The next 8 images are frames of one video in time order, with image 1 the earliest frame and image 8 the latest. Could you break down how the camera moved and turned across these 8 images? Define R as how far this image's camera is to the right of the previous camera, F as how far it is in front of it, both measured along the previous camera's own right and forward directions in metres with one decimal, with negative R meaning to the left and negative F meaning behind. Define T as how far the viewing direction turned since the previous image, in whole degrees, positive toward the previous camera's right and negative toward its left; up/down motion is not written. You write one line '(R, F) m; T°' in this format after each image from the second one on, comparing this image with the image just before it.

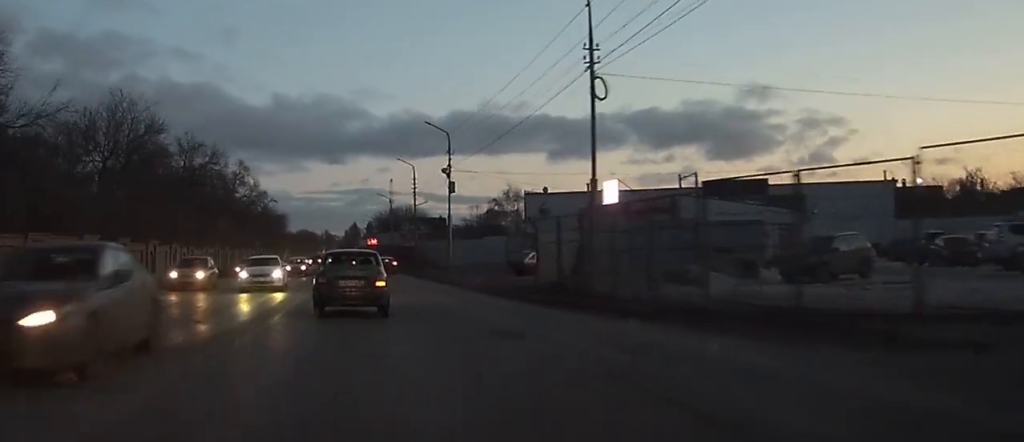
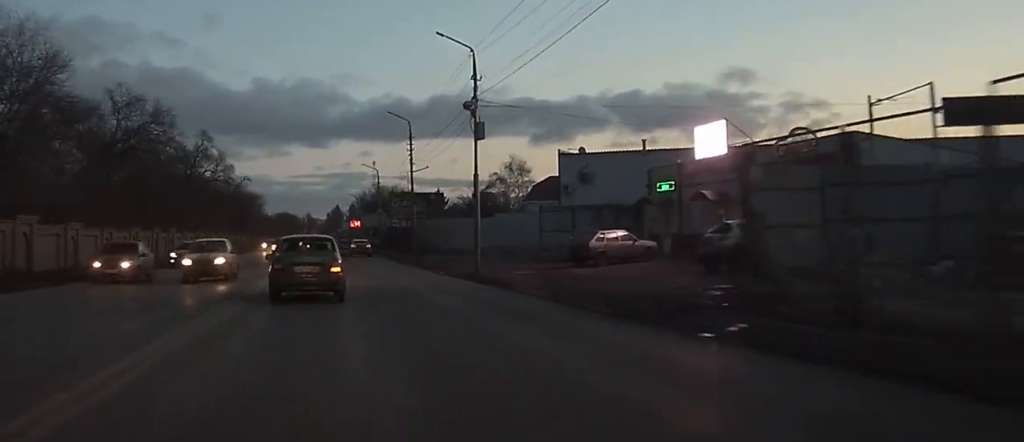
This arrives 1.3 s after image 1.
(-0.1, +18.8) m; -1°
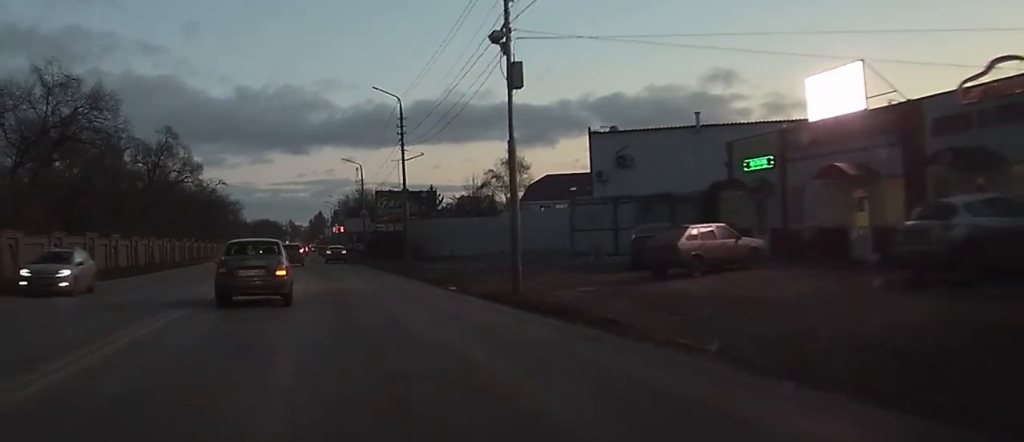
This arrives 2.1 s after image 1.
(-0.1, +11.8) m; 0°
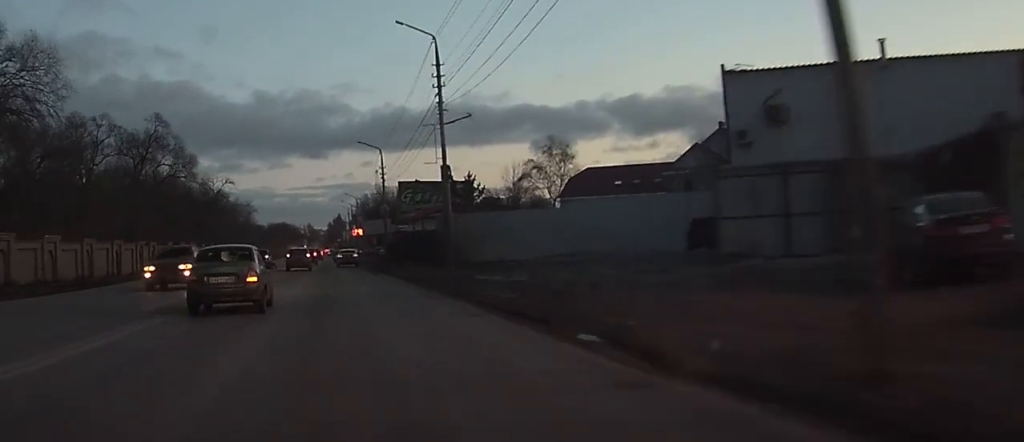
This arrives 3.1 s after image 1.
(0.0, +15.1) m; 0°
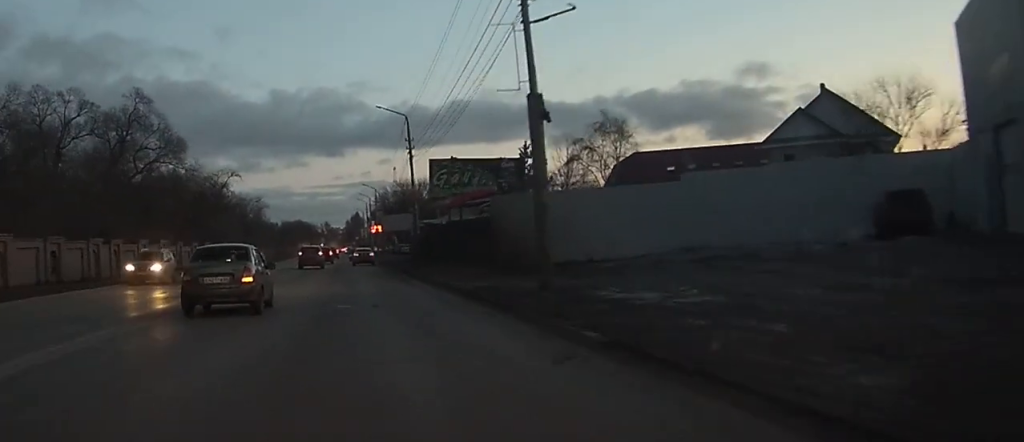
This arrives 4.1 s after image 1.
(-0.1, +15.1) m; -1°
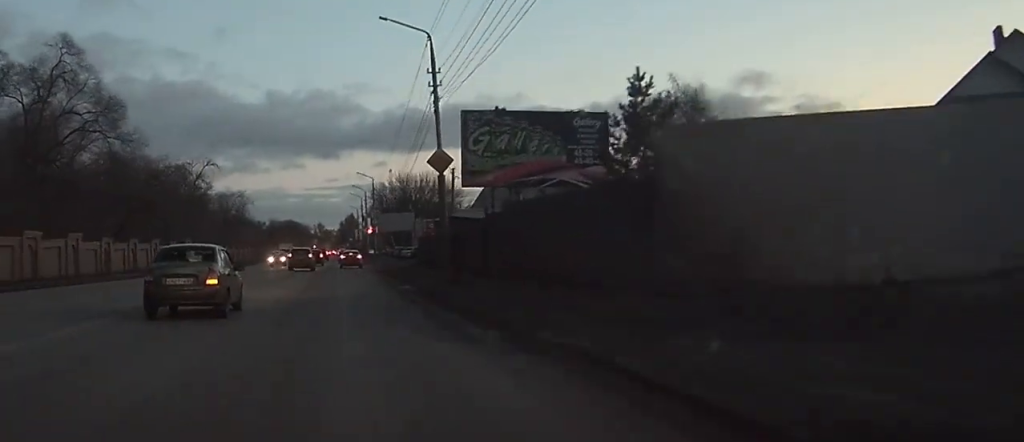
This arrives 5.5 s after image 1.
(-0.1, +20.0) m; 0°
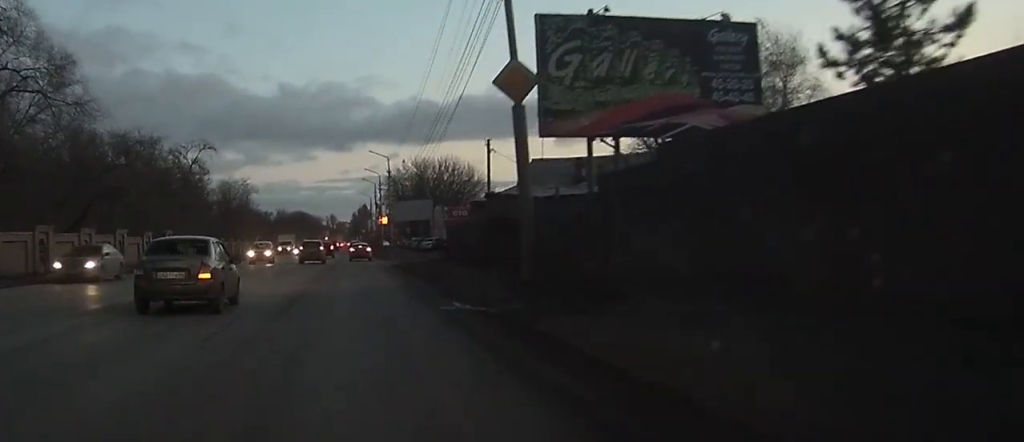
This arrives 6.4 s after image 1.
(0.0, +13.2) m; 0°
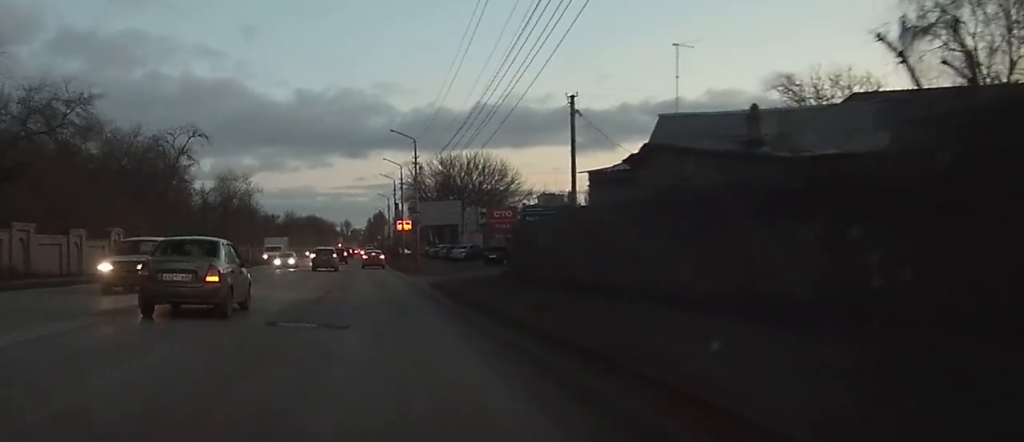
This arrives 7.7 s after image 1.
(-0.1, +18.7) m; -1°
